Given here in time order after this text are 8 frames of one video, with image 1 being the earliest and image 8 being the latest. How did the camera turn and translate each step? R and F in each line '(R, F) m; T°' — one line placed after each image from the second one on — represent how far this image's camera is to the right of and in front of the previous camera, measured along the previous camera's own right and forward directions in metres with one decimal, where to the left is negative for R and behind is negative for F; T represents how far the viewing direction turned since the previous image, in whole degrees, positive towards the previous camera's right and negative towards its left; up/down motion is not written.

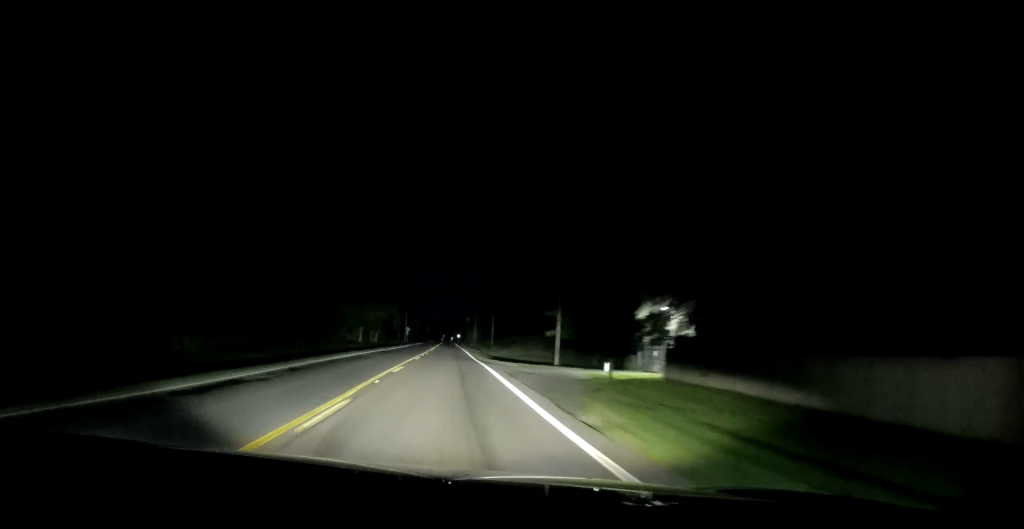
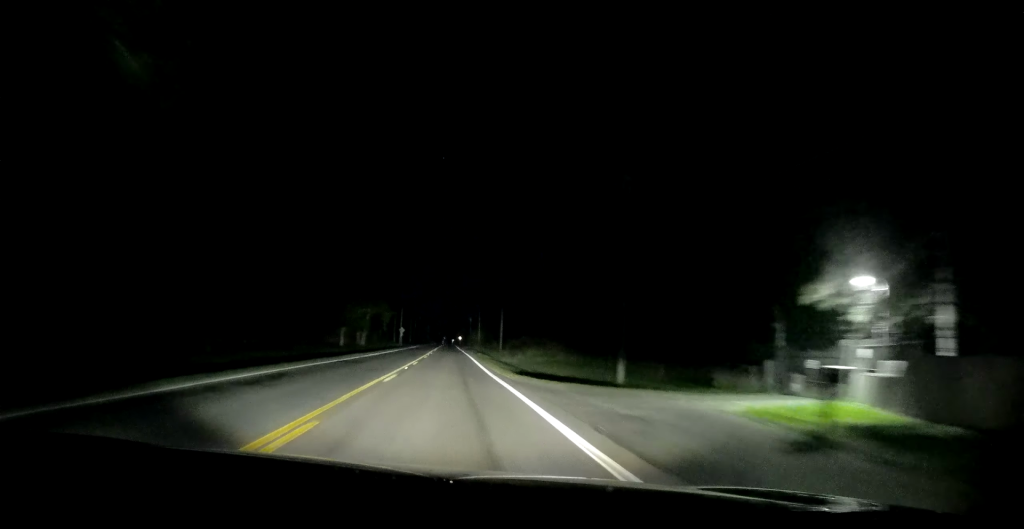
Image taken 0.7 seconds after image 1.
(0.0, +15.9) m; +2°
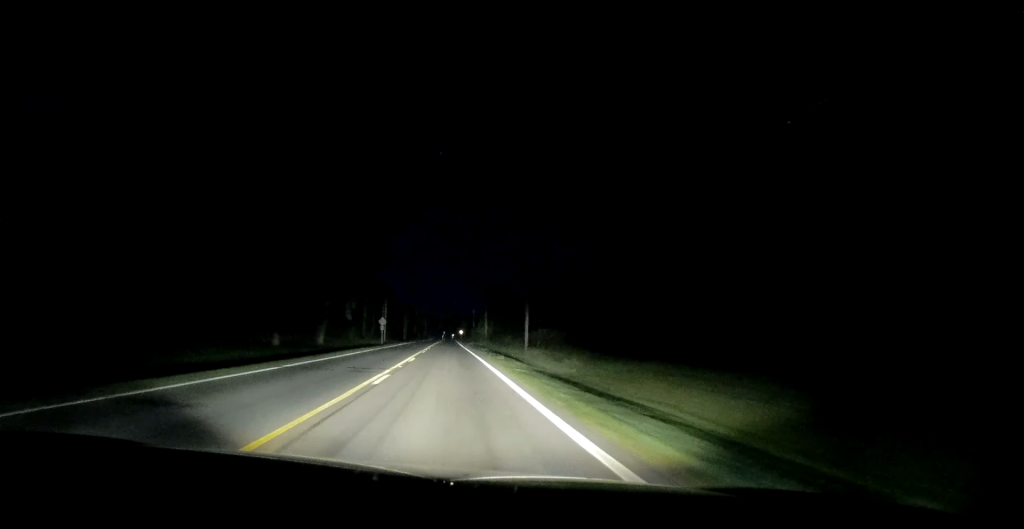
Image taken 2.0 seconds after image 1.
(+1.0, +27.5) m; +2°
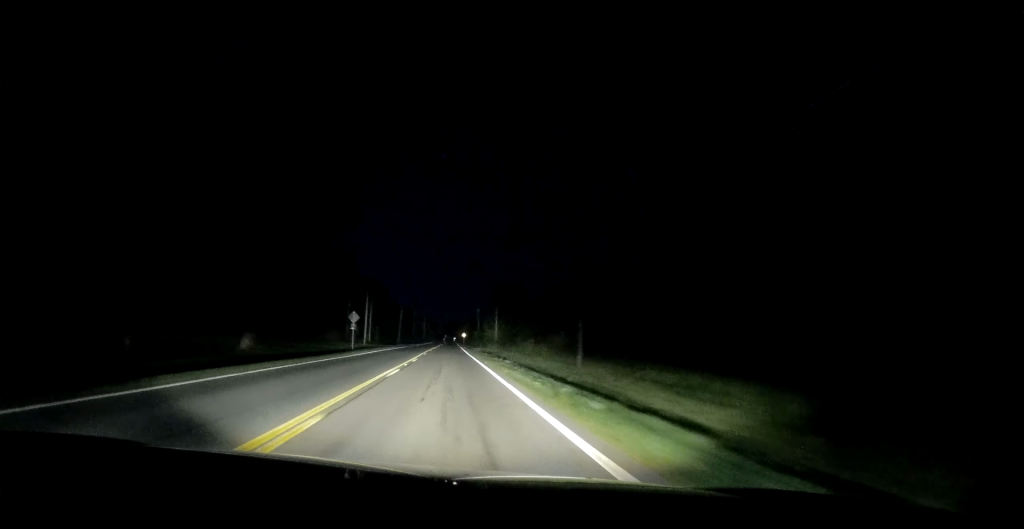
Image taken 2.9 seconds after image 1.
(-0.3, +22.0) m; -2°
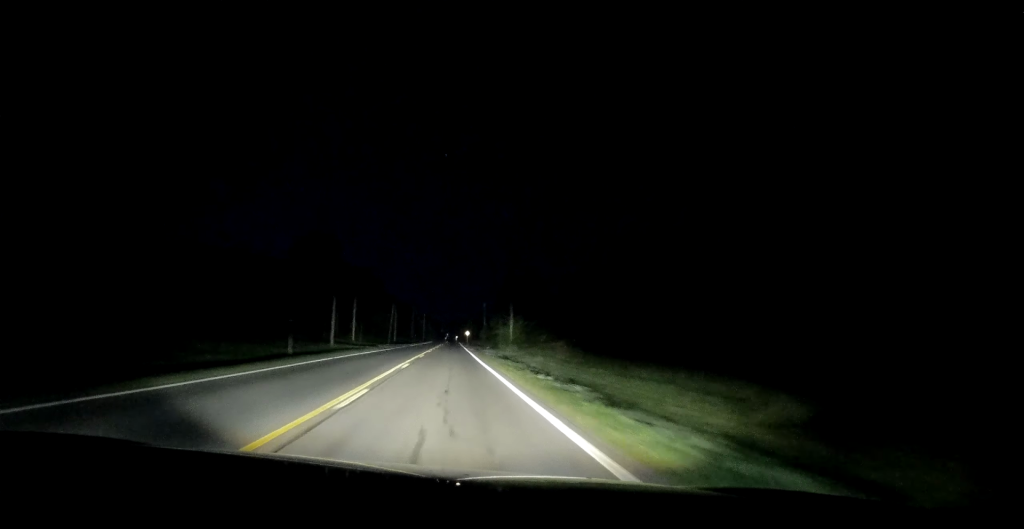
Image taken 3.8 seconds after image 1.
(-0.5, +19.8) m; 0°
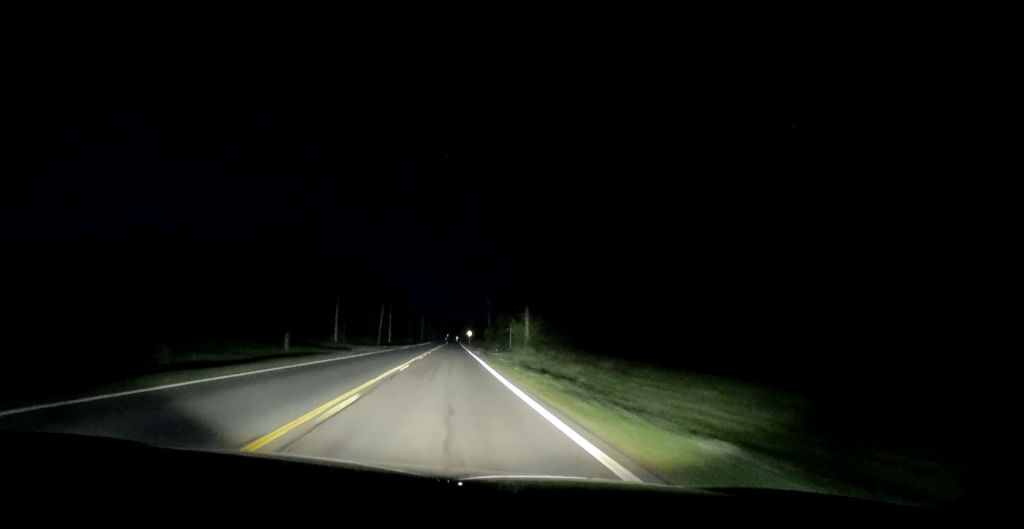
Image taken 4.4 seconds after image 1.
(0.0, +13.8) m; 0°
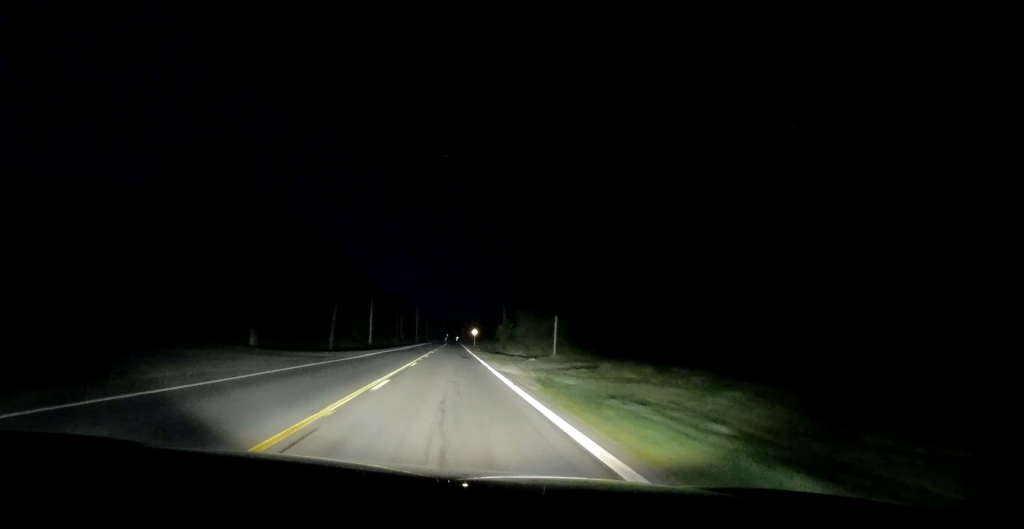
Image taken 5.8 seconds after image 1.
(0.0, +32.0) m; 0°
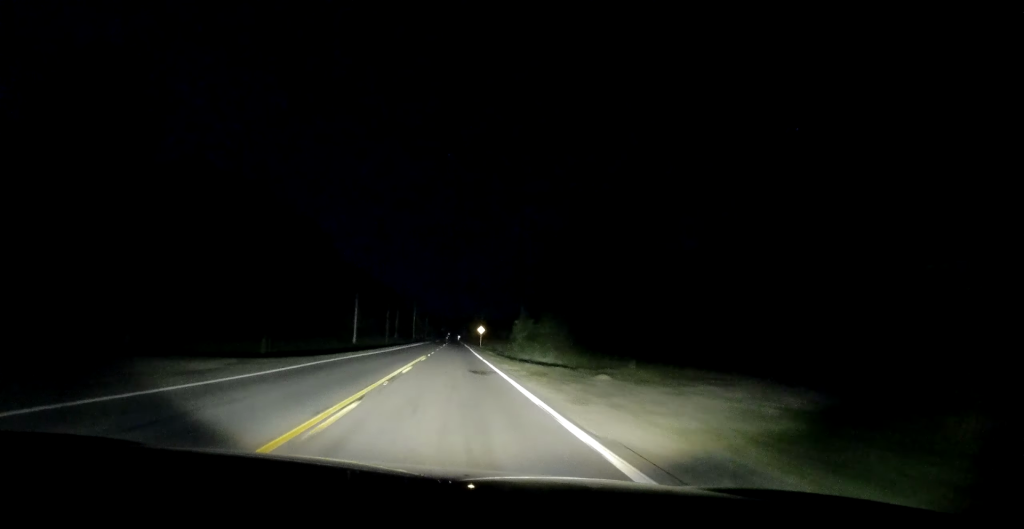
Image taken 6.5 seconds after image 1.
(+0.1, +18.3) m; +1°
